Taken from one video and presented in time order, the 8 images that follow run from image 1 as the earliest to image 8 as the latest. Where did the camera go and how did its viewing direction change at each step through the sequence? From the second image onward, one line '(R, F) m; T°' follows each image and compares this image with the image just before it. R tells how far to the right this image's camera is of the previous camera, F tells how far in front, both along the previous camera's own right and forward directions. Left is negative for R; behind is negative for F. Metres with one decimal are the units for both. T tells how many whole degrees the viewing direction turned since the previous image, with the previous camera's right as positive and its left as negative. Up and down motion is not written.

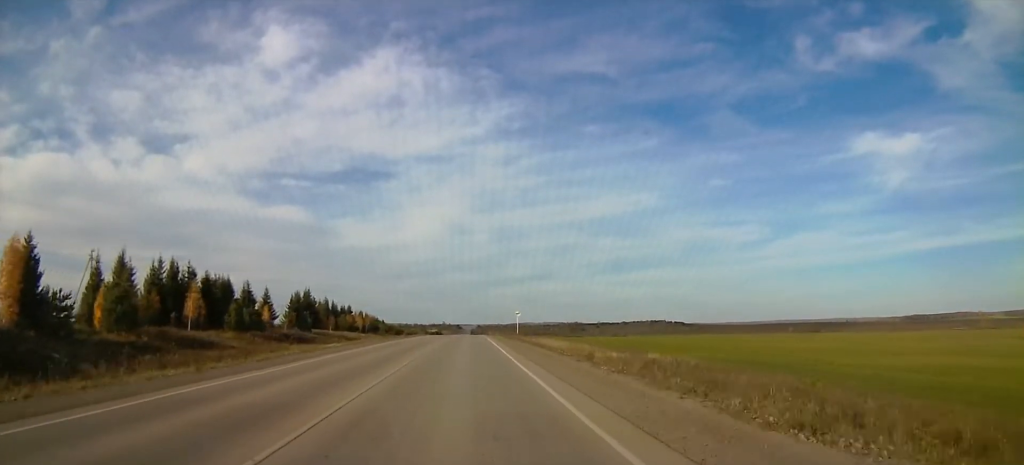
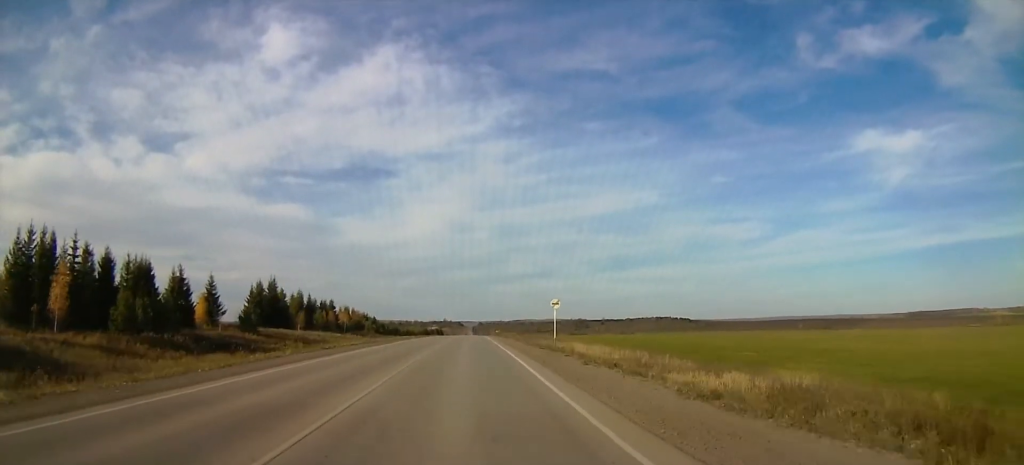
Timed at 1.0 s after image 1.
(0.0, +30.3) m; 0°
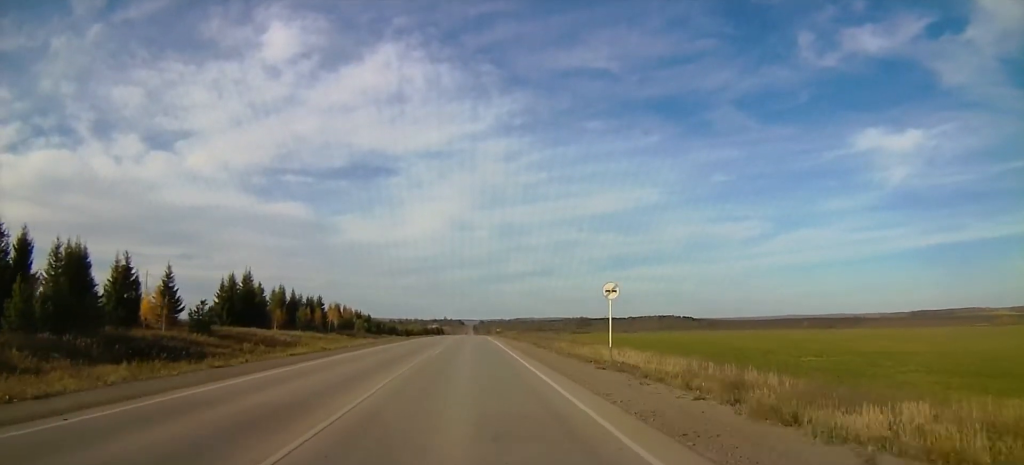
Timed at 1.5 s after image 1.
(0.0, +16.3) m; 0°
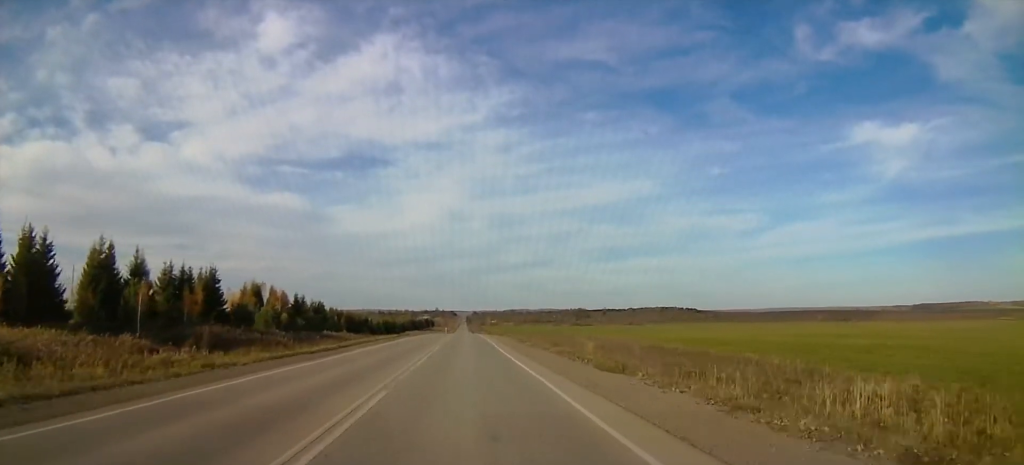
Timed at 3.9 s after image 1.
(-0.2, +70.9) m; 0°
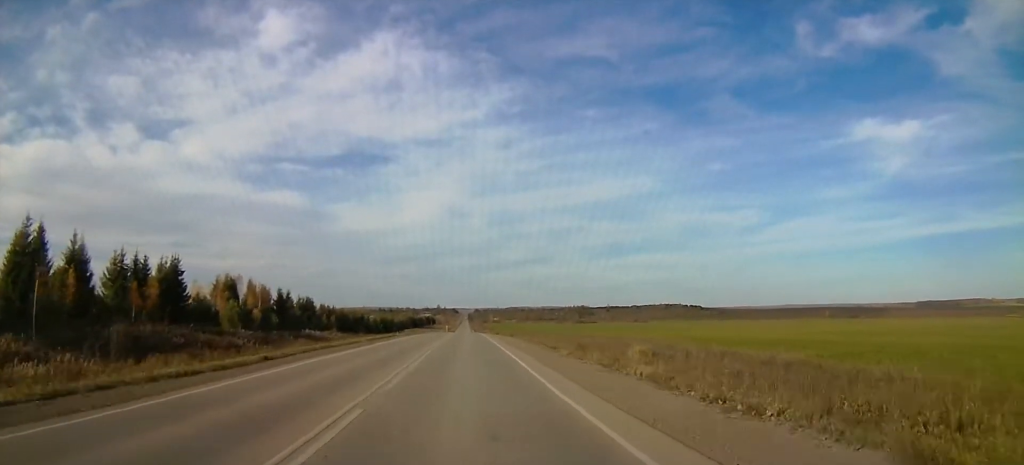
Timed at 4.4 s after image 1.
(-0.1, +14.9) m; 0°
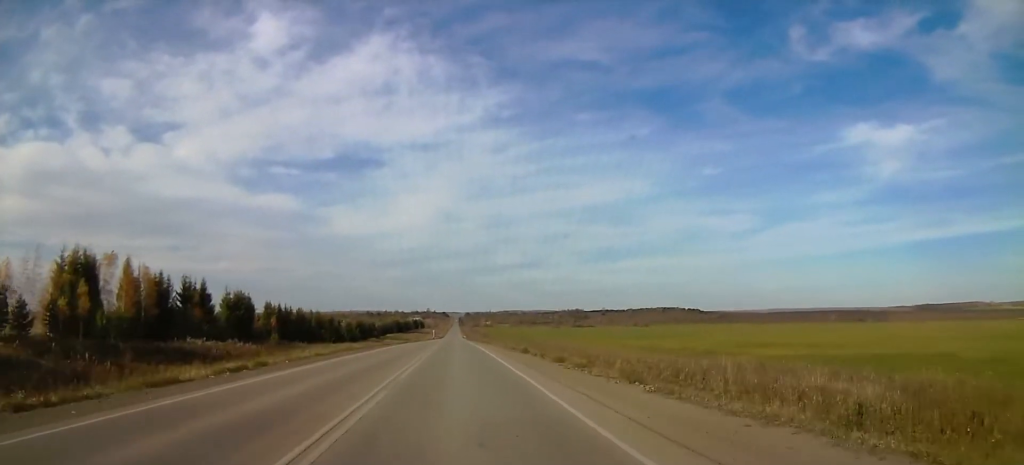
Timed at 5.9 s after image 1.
(+0.1, +44.4) m; 0°
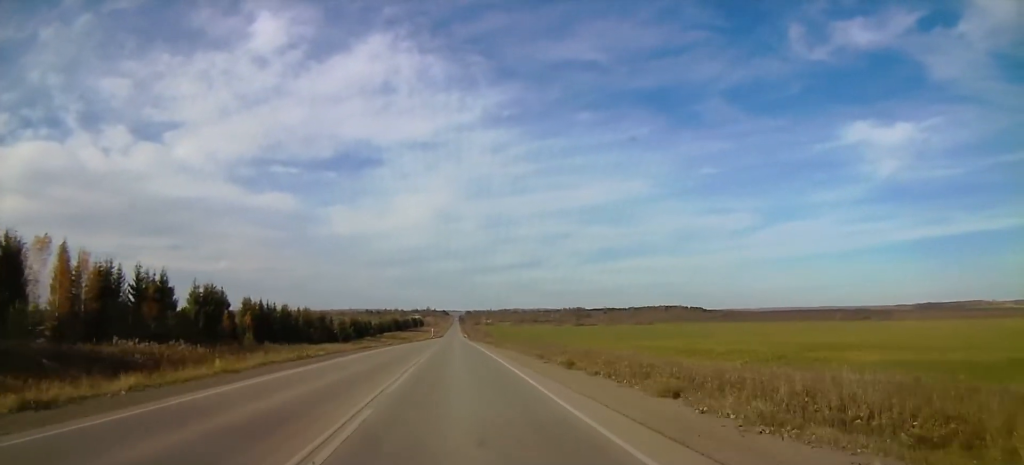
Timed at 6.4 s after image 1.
(-0.1, +14.7) m; 0°
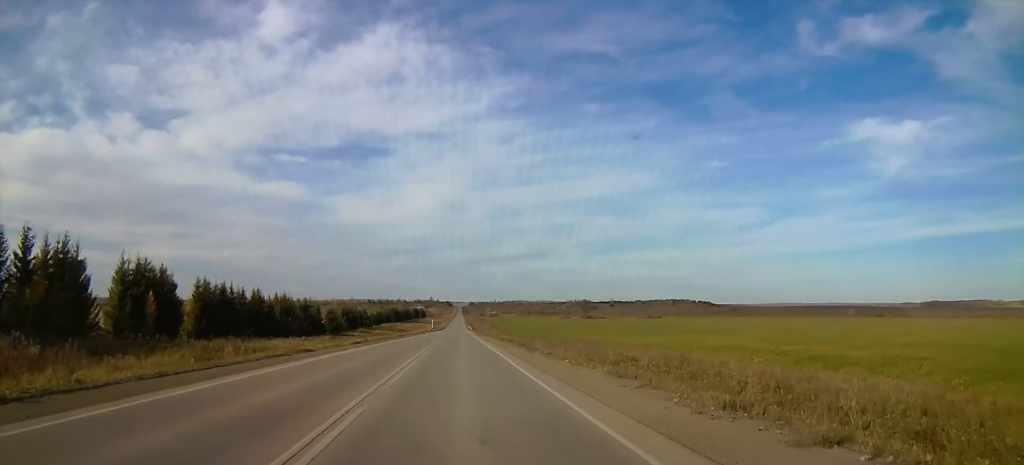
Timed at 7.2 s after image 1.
(+0.1, +24.6) m; 0°
